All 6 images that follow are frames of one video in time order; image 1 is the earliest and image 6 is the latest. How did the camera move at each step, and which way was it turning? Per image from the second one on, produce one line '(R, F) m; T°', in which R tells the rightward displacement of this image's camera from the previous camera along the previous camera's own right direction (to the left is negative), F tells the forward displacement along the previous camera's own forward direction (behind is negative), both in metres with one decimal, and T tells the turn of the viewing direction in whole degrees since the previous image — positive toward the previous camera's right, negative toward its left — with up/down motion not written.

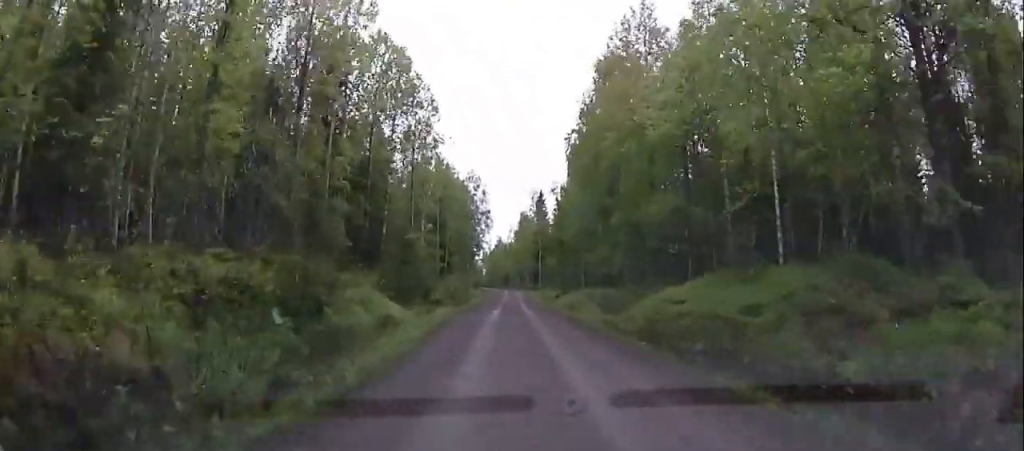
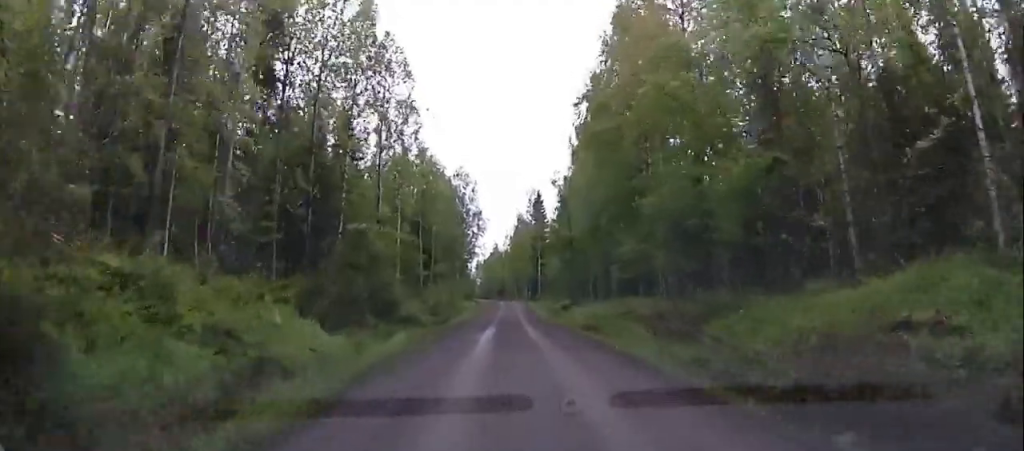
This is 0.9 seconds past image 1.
(-0.1, +11.3) m; 0°
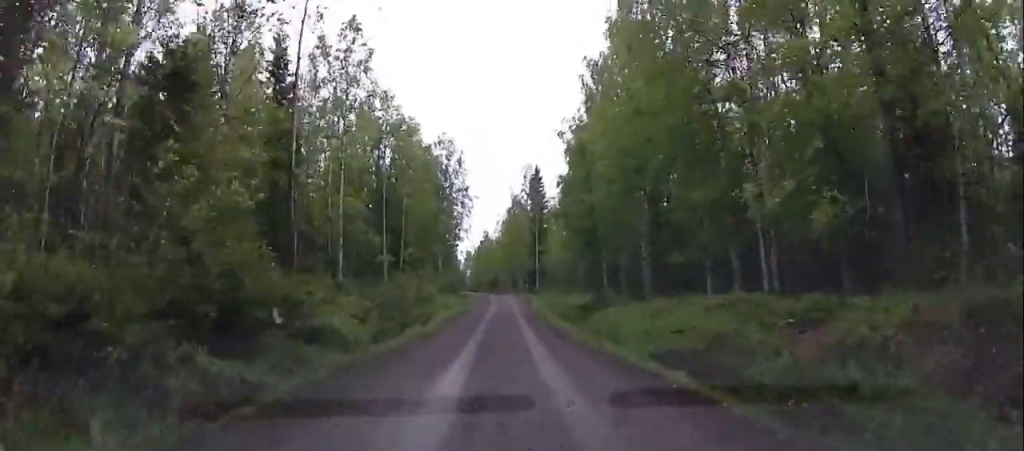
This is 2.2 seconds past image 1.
(-0.3, +15.8) m; -3°
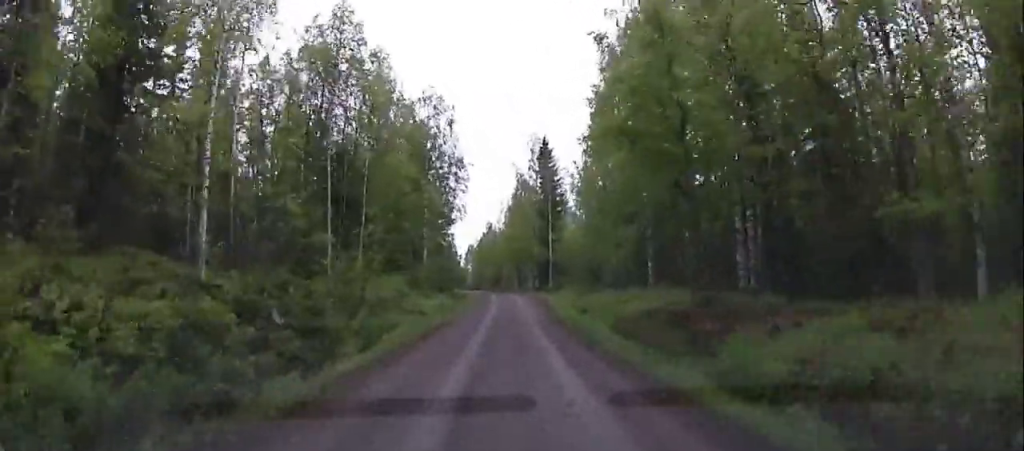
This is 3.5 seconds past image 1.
(-0.3, +16.8) m; +1°
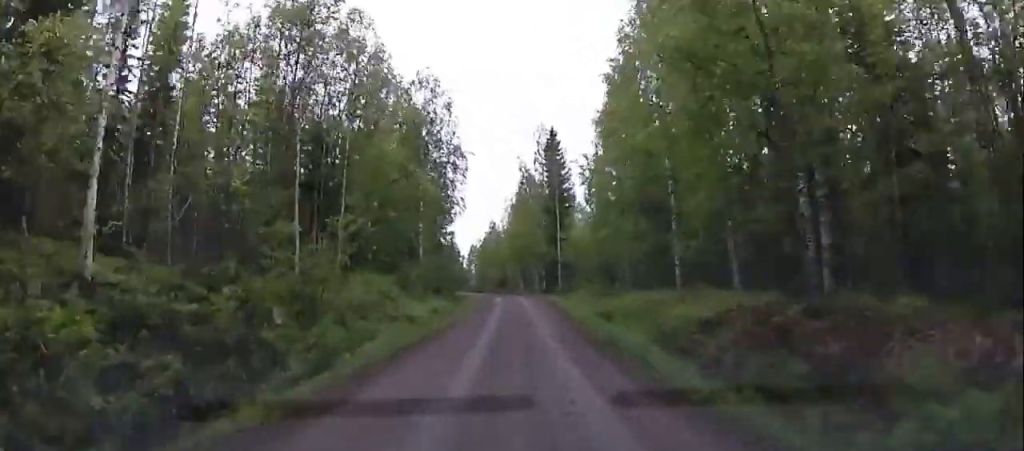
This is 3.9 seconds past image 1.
(+0.1, +5.7) m; +1°
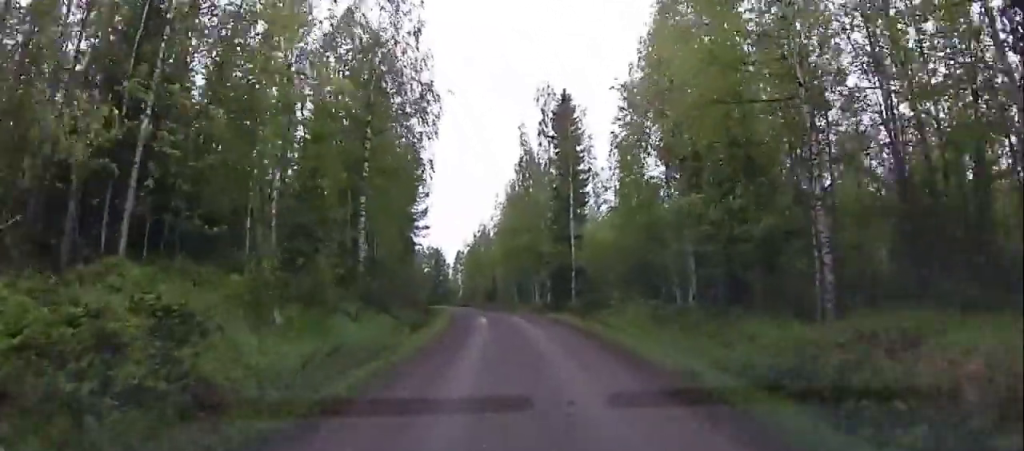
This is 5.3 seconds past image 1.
(-0.1, +18.3) m; 0°
